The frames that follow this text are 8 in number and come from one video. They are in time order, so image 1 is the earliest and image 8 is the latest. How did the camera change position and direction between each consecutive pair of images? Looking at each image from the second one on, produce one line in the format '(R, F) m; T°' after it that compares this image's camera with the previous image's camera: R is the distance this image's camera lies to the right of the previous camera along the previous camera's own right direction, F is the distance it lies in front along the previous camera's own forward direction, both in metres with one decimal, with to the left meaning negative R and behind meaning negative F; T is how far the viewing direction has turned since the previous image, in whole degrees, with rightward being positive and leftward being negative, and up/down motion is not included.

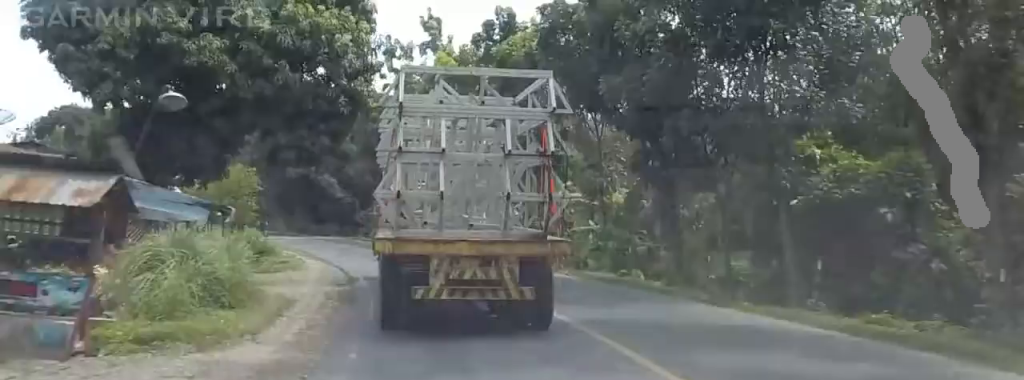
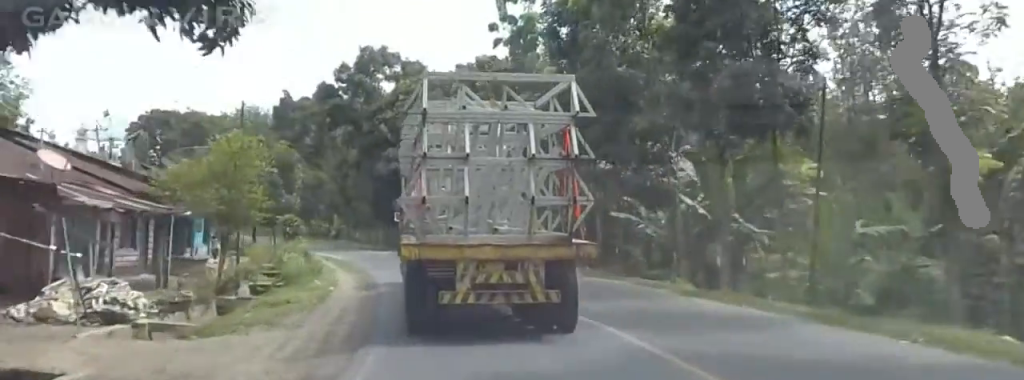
(-0.9, +18.0) m; -6°
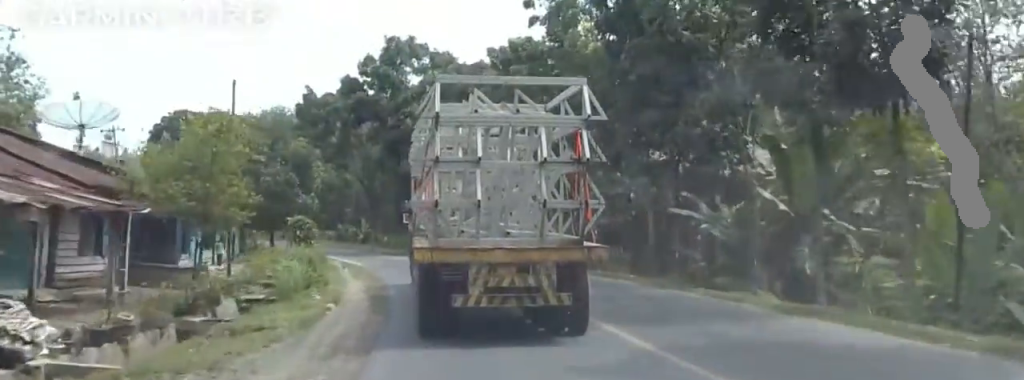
(0.0, +4.9) m; 0°
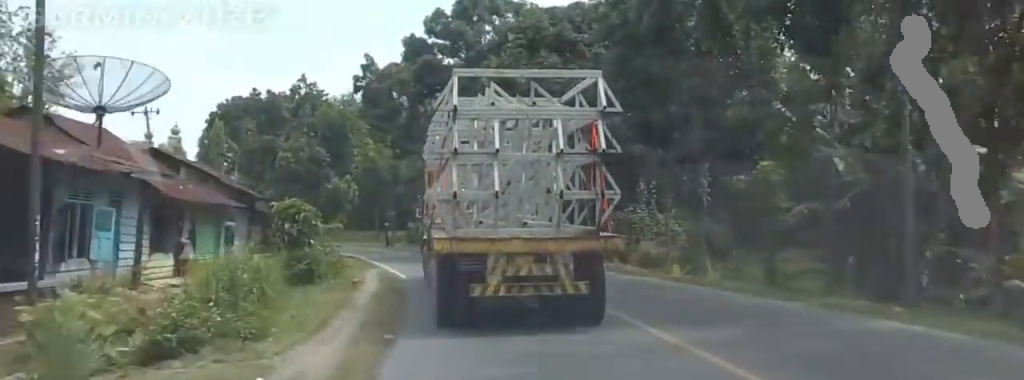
(0.0, +14.7) m; 0°
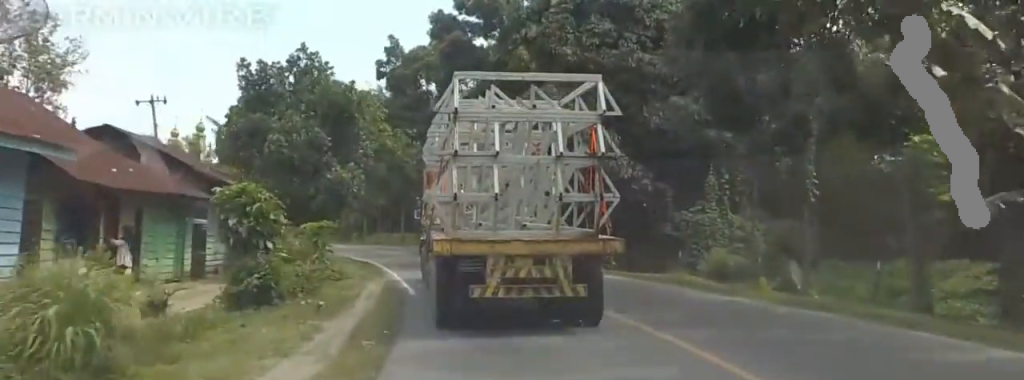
(0.0, +6.9) m; 0°
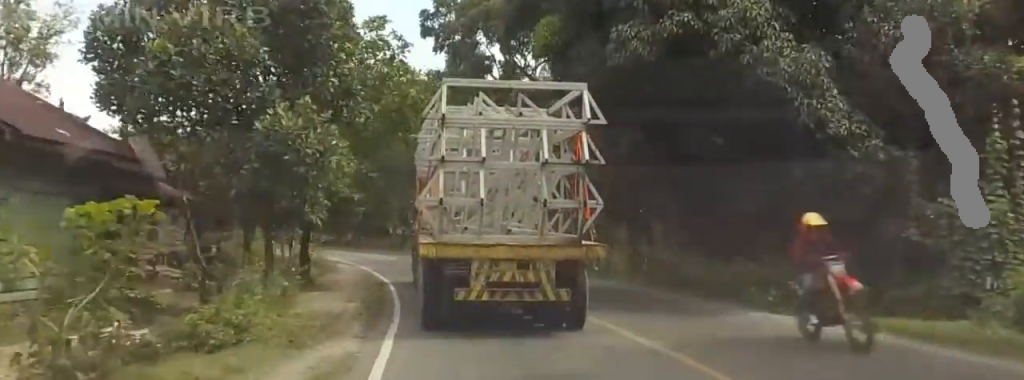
(+0.1, +15.1) m; 0°
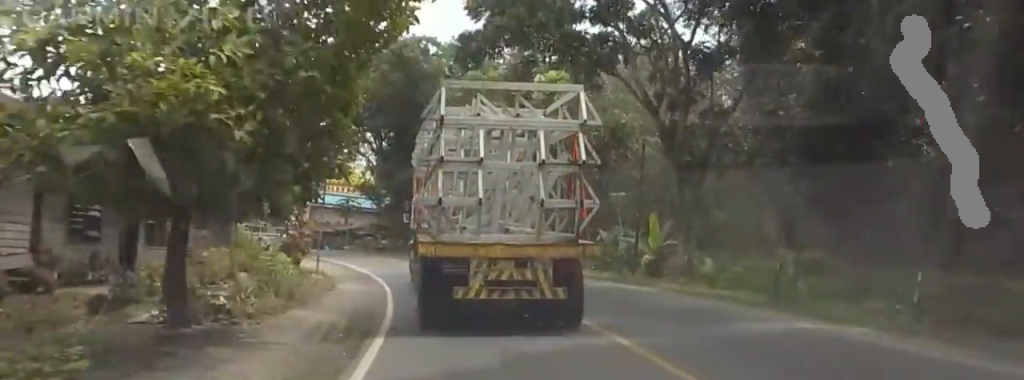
(0.0, +15.6) m; 0°
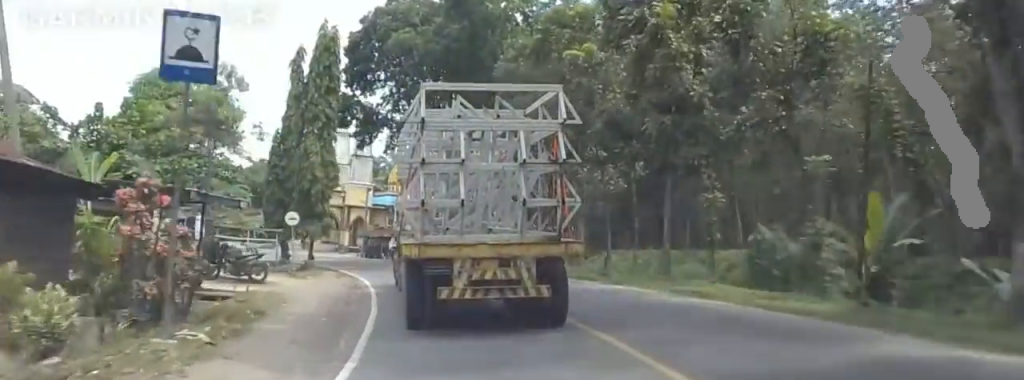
(0.0, +16.1) m; 0°
